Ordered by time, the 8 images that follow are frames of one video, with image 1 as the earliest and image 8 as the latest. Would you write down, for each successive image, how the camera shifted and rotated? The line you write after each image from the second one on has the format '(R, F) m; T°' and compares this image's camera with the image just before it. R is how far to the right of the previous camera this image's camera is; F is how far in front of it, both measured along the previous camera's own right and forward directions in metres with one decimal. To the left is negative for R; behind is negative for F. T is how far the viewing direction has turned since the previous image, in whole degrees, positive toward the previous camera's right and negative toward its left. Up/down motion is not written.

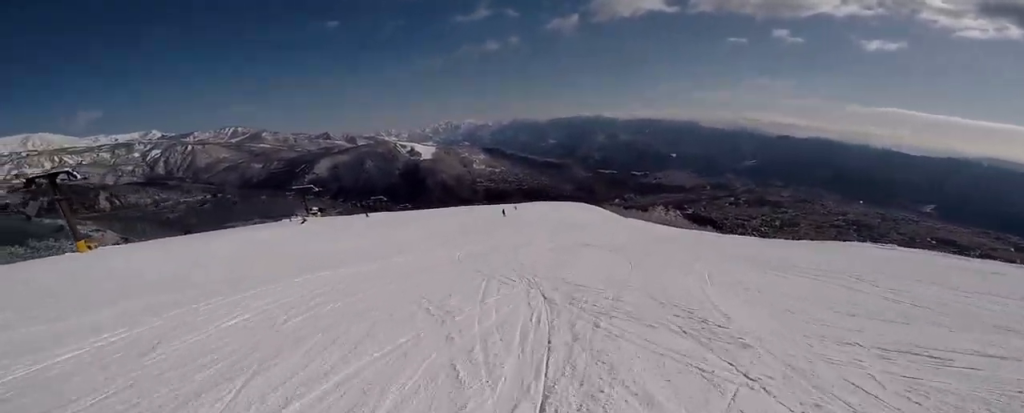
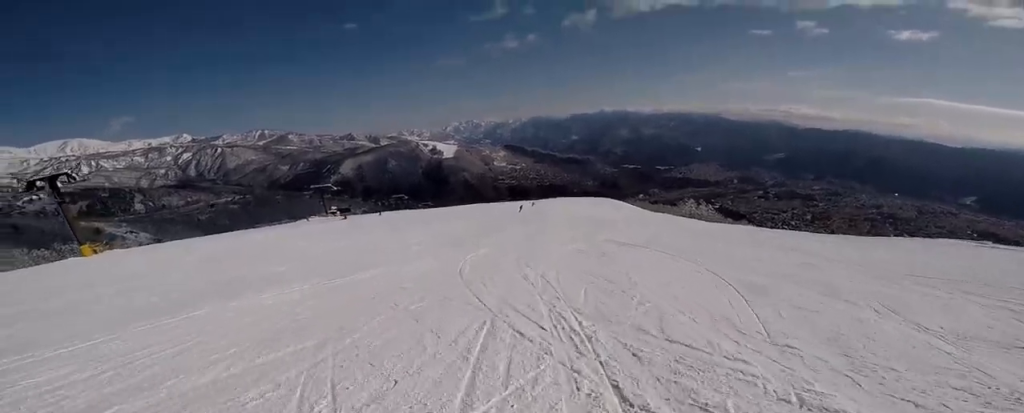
(0.0, +3.9) m; -14°
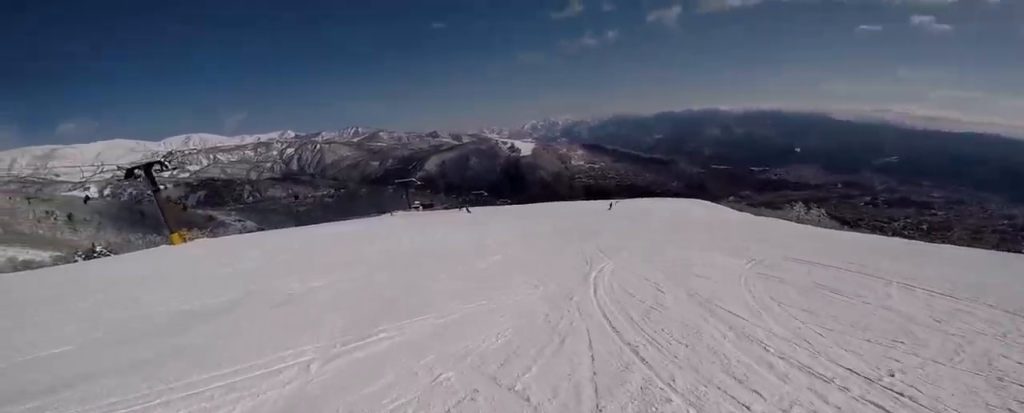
(-1.0, +4.7) m; -19°
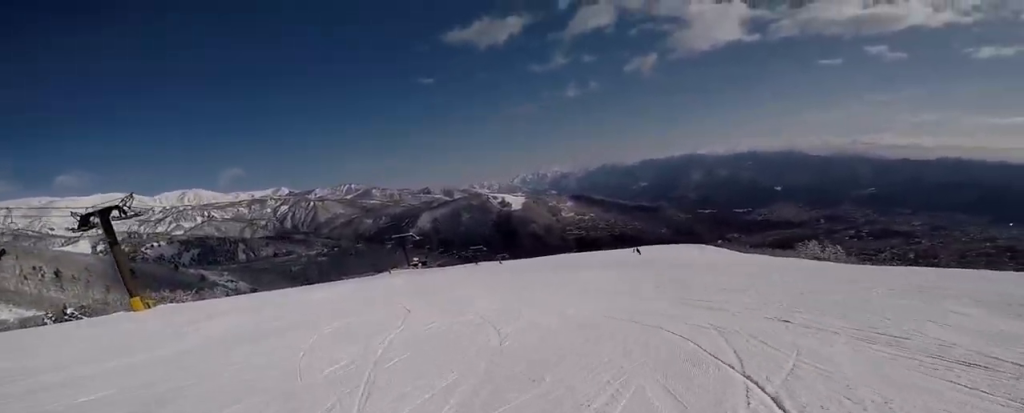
(-2.3, +8.2) m; -13°
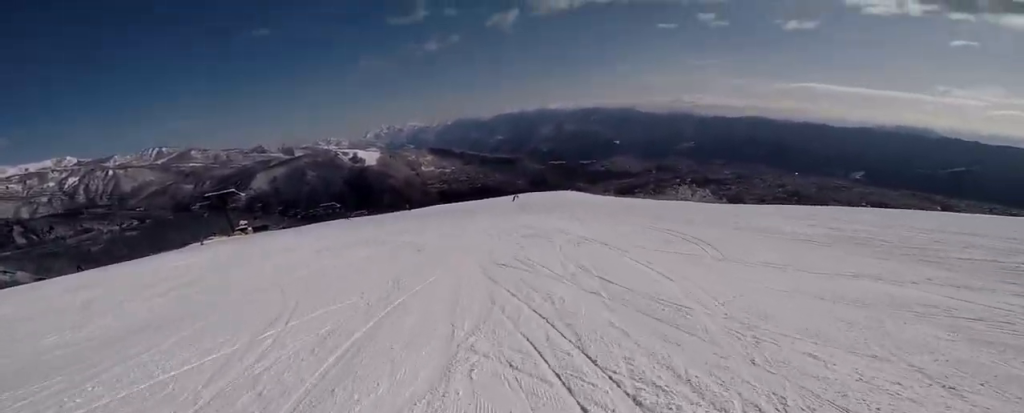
(+3.9, +13.7) m; +35°
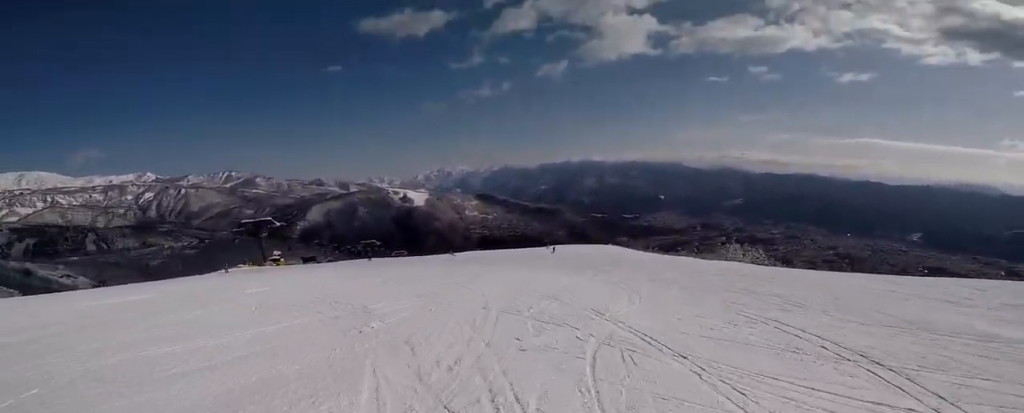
(+0.6, +5.2) m; +5°
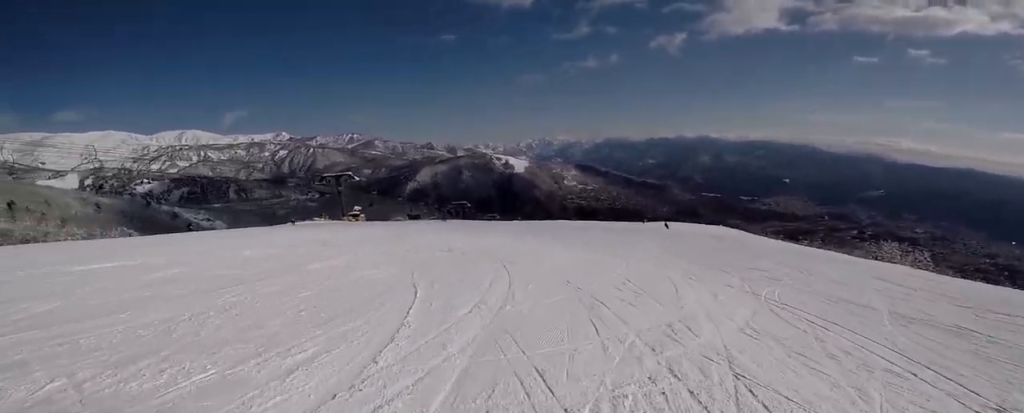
(-0.6, +10.0) m; -15°
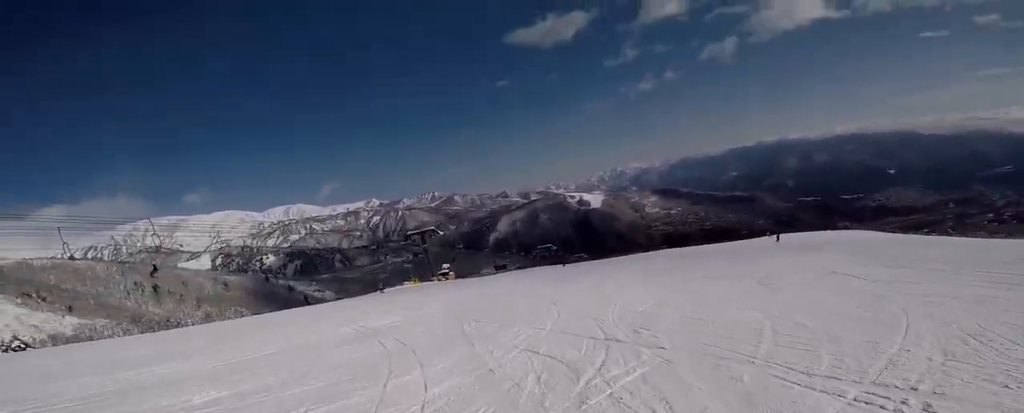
(-1.4, +8.6) m; -32°
